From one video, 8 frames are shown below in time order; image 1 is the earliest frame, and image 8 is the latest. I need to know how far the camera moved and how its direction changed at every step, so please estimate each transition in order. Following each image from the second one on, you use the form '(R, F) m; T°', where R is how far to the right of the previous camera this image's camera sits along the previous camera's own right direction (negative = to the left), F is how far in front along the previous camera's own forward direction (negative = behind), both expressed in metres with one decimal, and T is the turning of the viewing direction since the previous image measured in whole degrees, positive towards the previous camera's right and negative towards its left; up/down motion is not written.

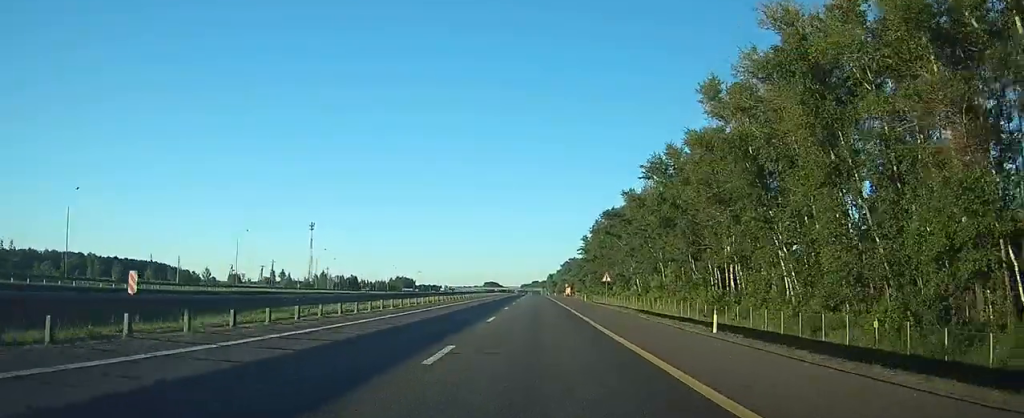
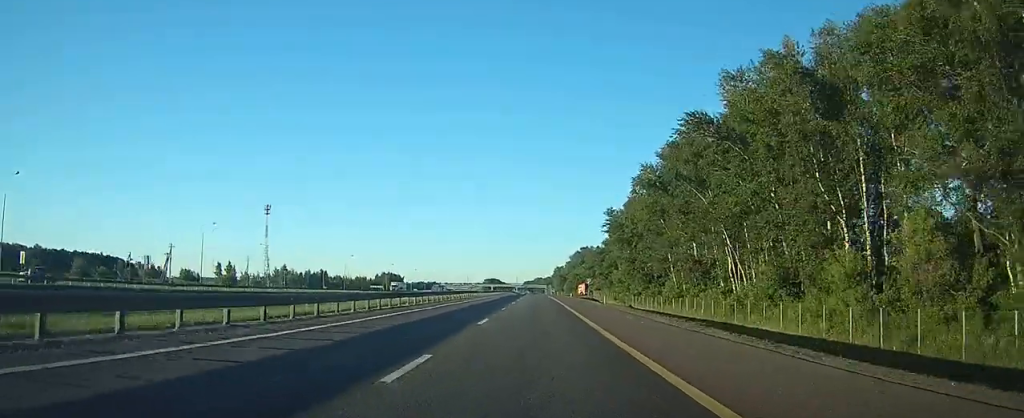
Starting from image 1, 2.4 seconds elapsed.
(-0.1, +63.2) m; 0°
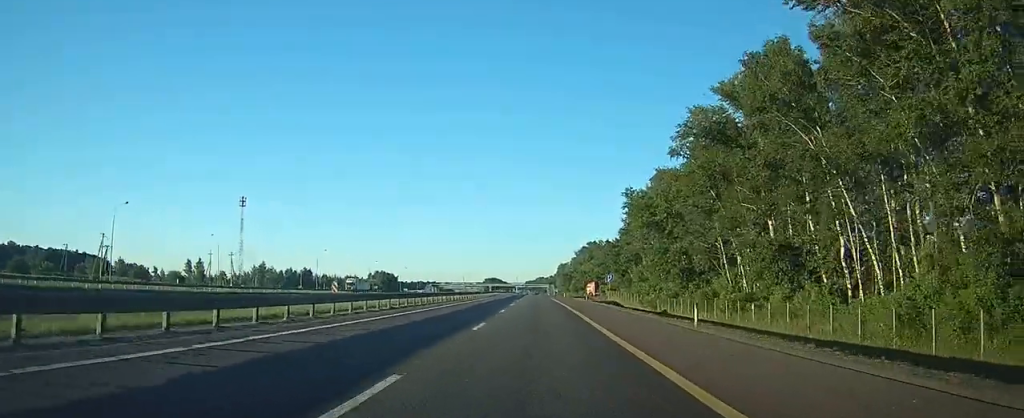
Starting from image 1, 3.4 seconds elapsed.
(+0.1, +27.0) m; 0°
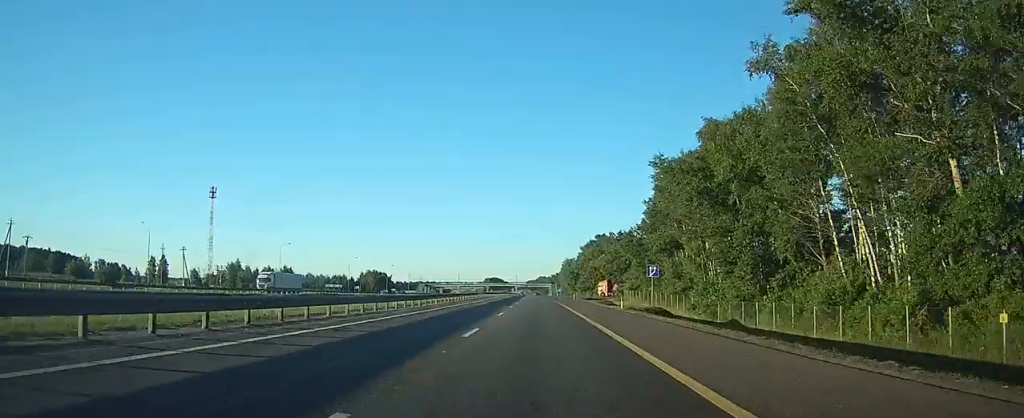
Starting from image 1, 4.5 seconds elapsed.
(0.0, +26.8) m; 0°
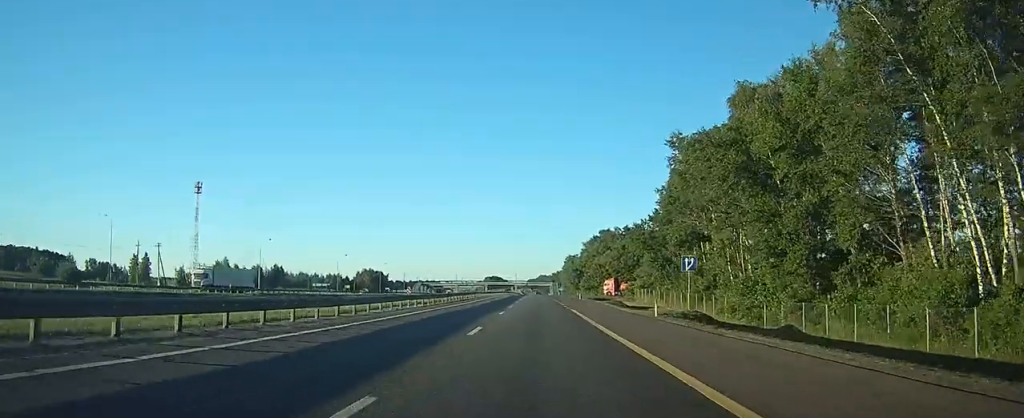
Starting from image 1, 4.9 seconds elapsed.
(0.0, +11.2) m; 0°
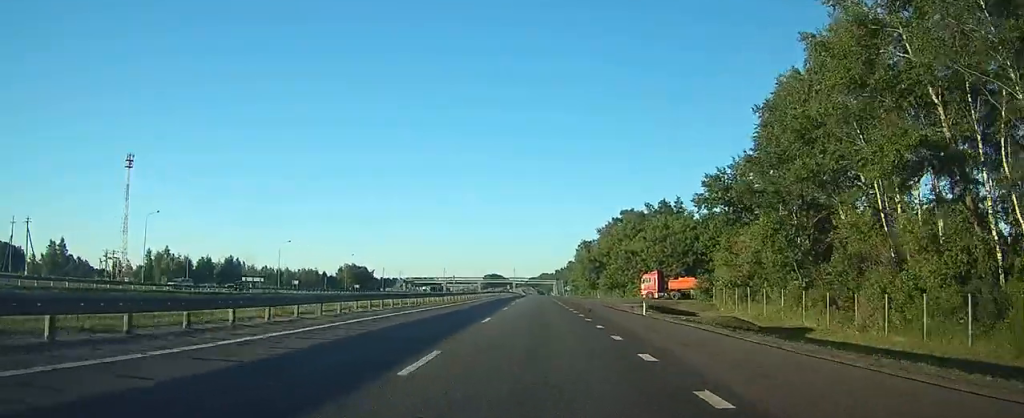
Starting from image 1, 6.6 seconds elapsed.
(-0.1, +43.5) m; 0°
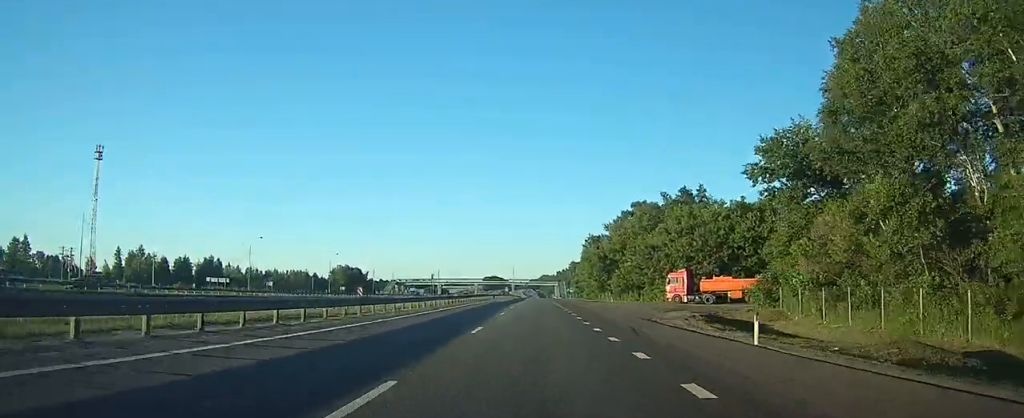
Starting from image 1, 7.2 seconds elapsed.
(0.0, +15.2) m; 0°
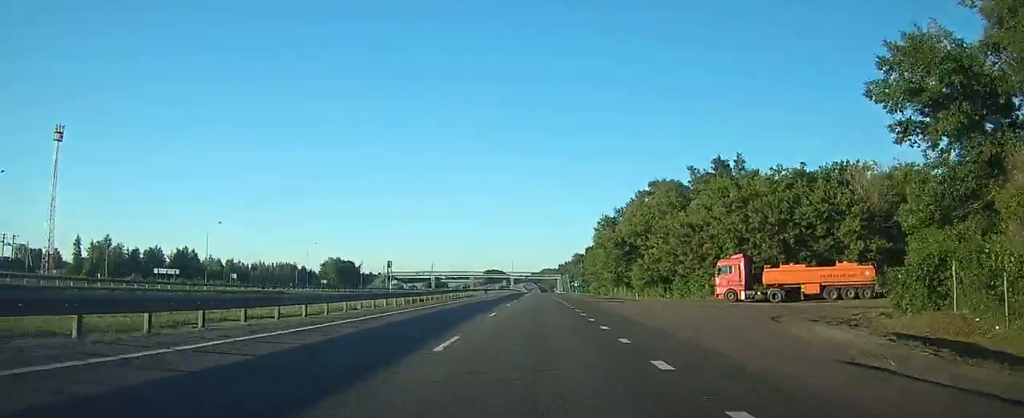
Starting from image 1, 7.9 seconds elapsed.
(0.0, +17.7) m; 0°
